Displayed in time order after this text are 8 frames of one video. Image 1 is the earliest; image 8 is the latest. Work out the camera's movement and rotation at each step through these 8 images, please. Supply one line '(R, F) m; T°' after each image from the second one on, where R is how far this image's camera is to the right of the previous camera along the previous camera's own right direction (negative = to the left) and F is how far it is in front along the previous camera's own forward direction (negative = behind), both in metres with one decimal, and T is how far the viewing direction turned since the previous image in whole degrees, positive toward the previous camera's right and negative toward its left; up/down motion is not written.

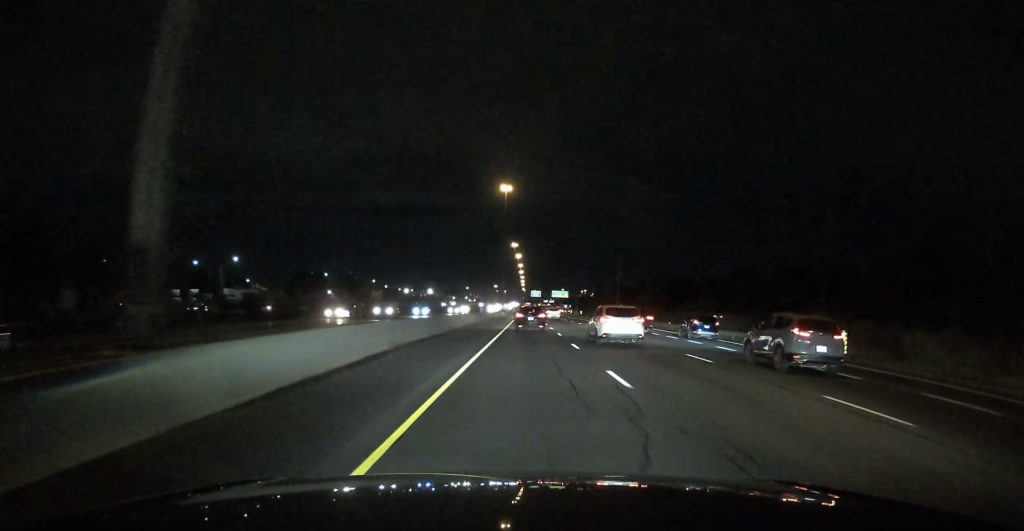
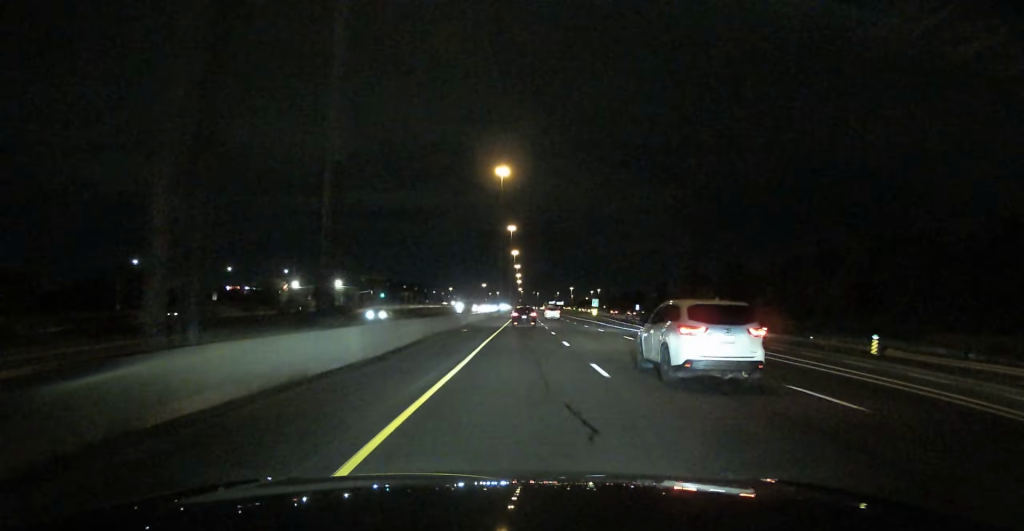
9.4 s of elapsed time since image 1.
(+0.2, +290.2) m; 0°
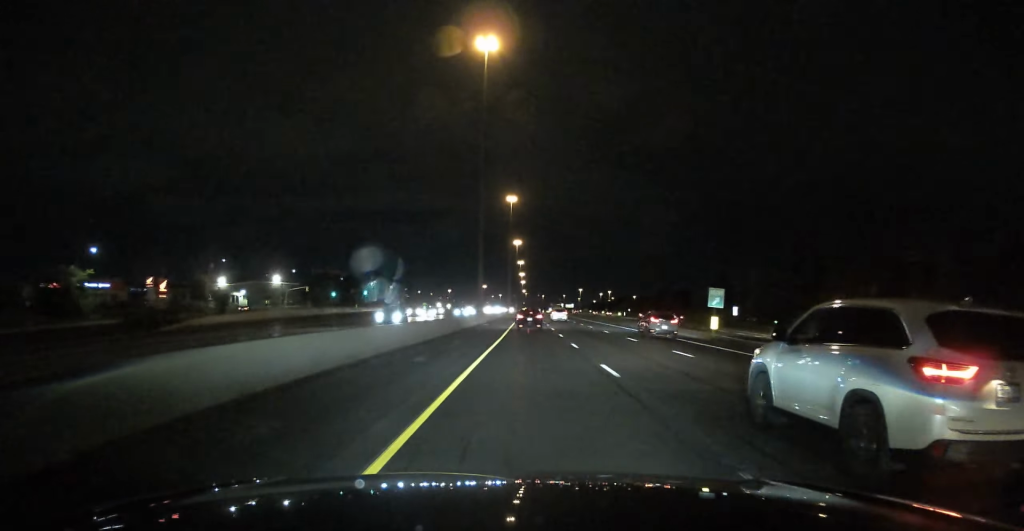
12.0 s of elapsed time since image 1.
(-0.1, +80.5) m; 0°
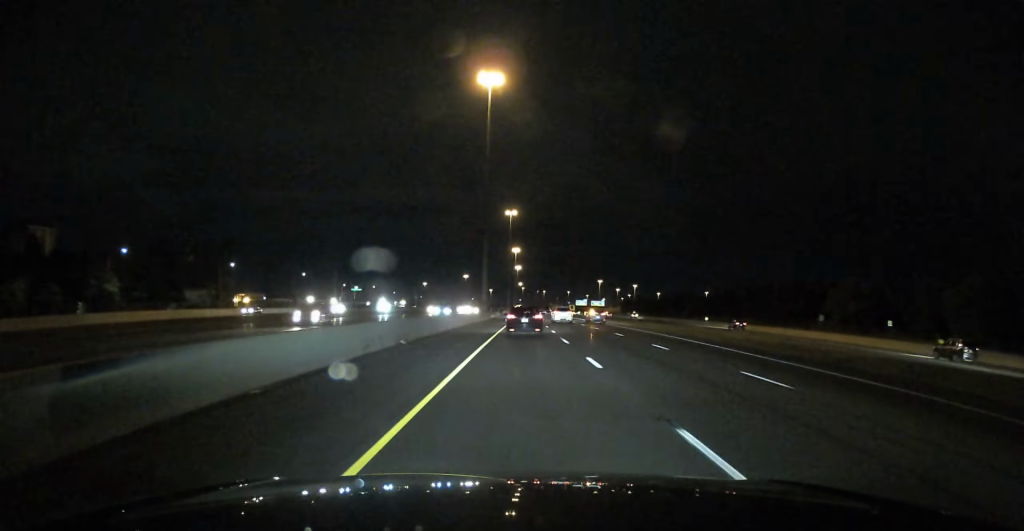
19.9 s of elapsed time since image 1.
(-0.2, +244.5) m; 0°
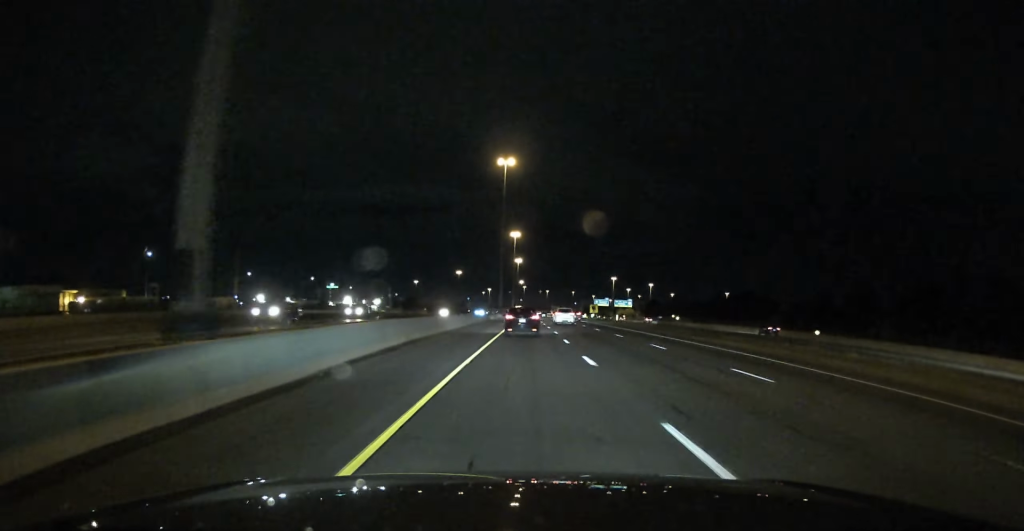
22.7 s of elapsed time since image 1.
(-0.1, +86.8) m; 0°
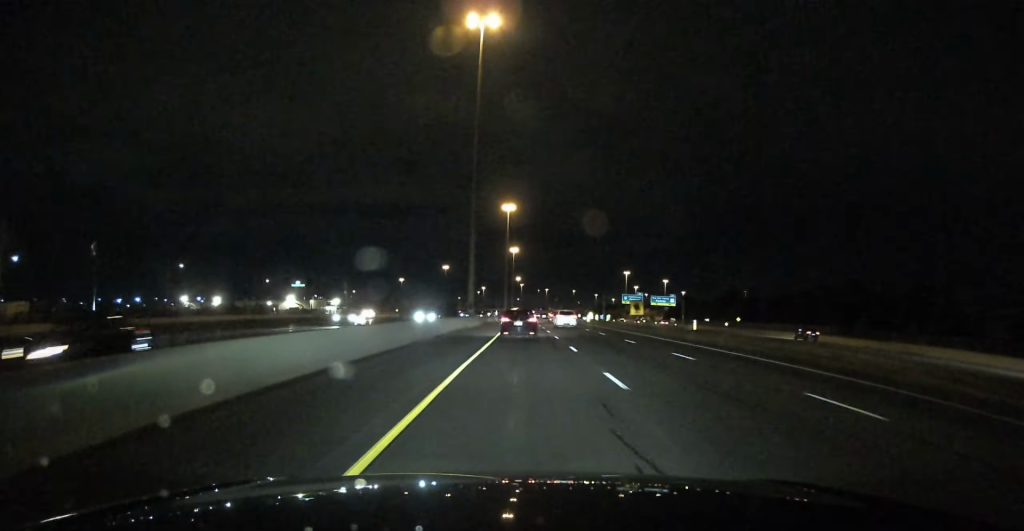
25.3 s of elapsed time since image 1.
(-0.1, +79.3) m; 0°
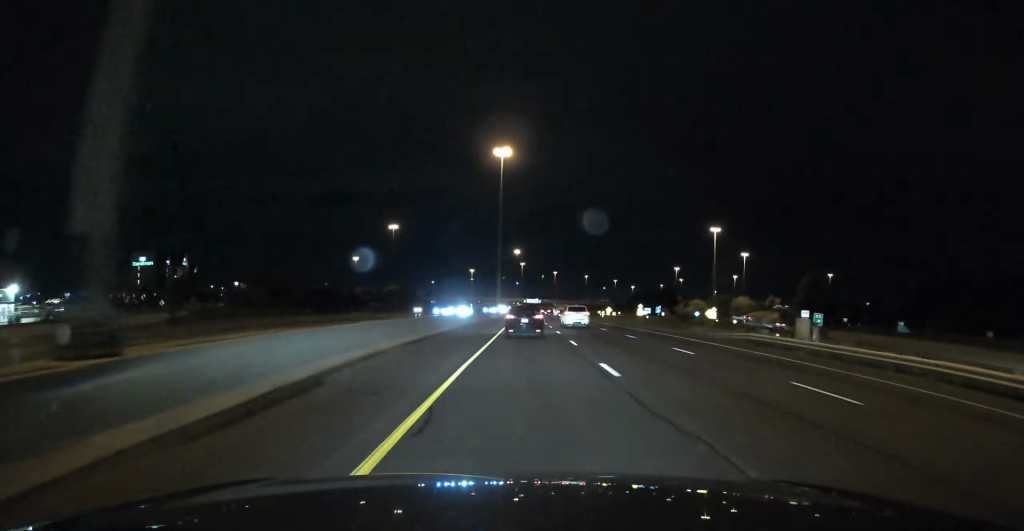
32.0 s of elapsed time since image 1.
(0.0, +206.2) m; 0°
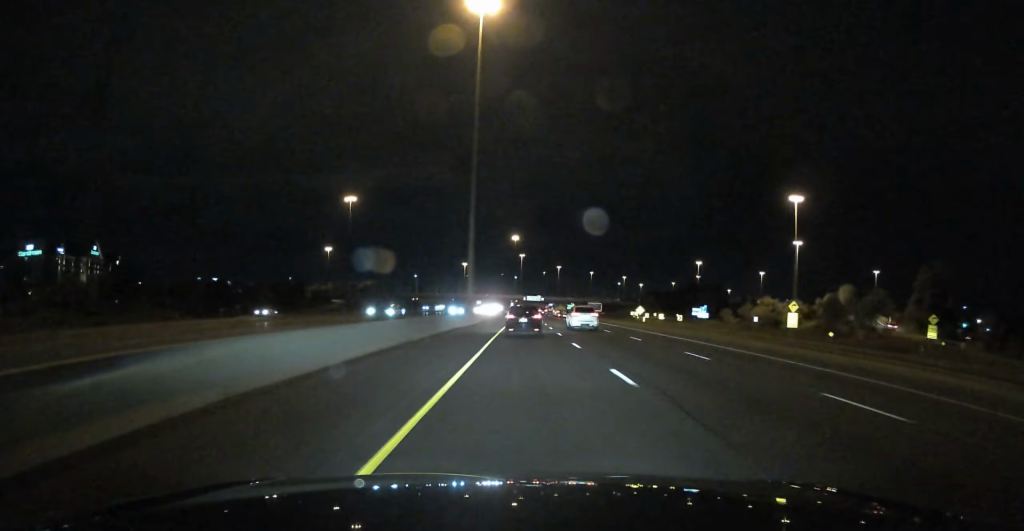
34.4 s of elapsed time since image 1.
(+0.1, +75.4) m; 0°
